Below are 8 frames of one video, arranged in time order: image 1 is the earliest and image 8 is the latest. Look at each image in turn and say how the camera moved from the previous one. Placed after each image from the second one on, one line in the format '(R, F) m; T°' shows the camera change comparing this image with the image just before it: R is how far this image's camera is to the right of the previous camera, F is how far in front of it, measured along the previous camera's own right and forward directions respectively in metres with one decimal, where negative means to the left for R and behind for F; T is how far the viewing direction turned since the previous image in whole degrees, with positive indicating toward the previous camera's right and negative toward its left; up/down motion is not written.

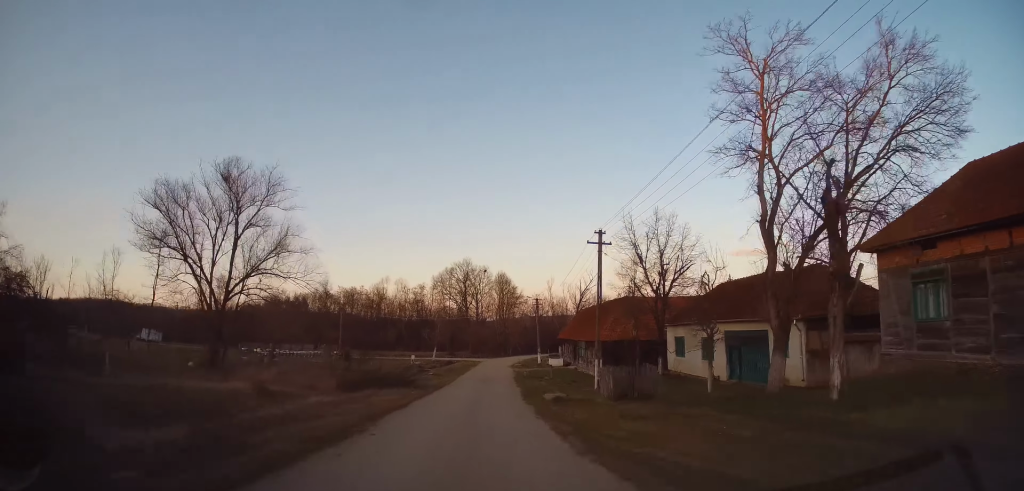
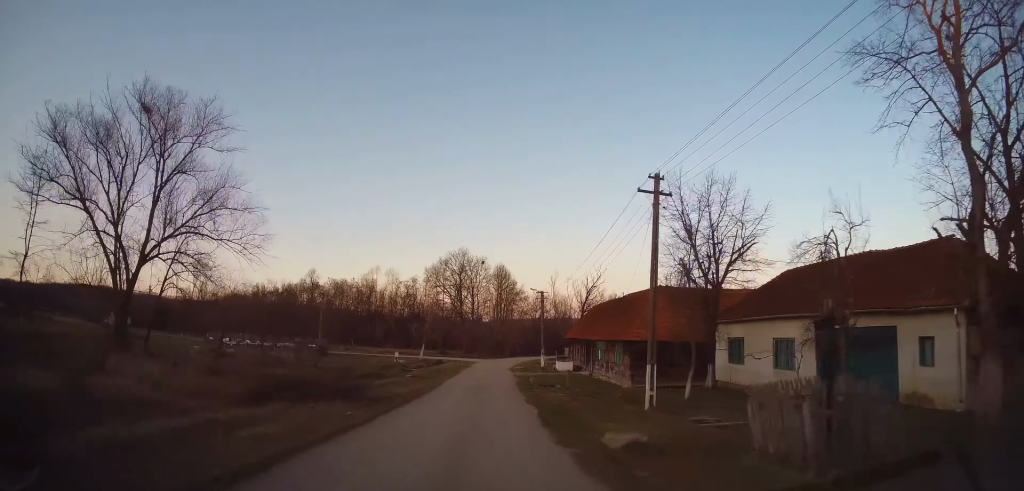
(+0.1, +9.3) m; 0°
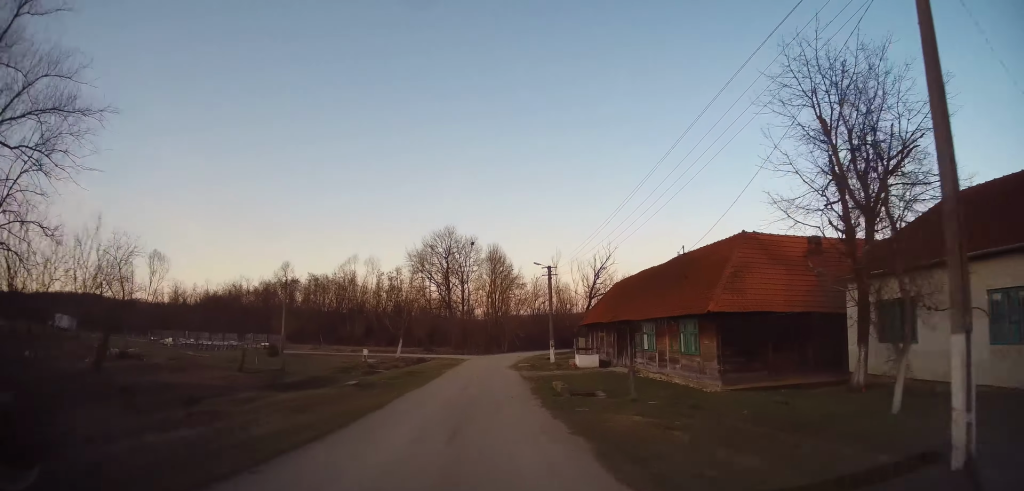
(-0.1, +12.8) m; +1°
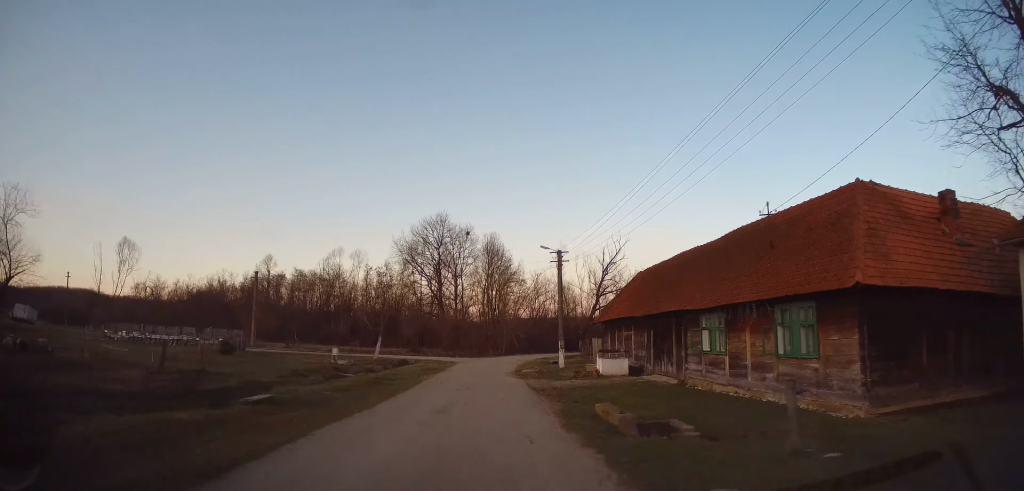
(+0.2, +7.9) m; +1°
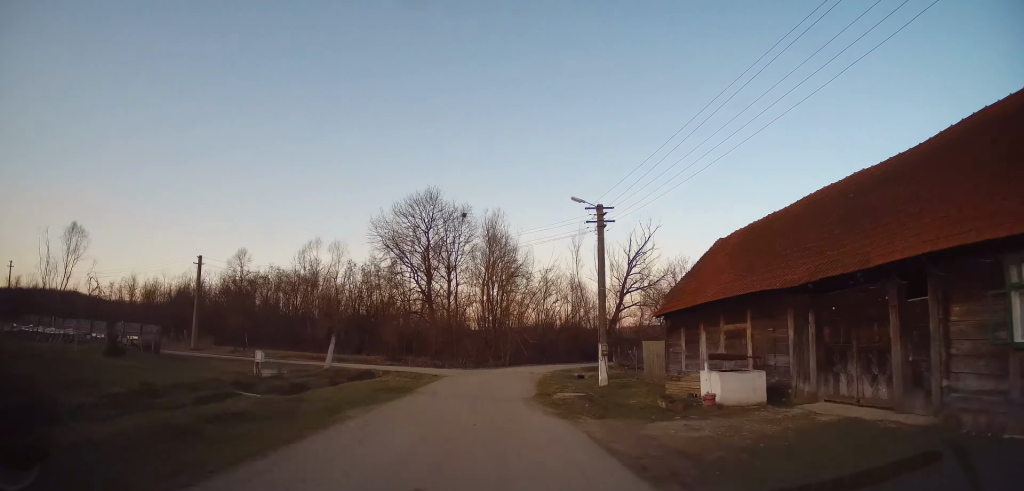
(0.0, +12.9) m; 0°
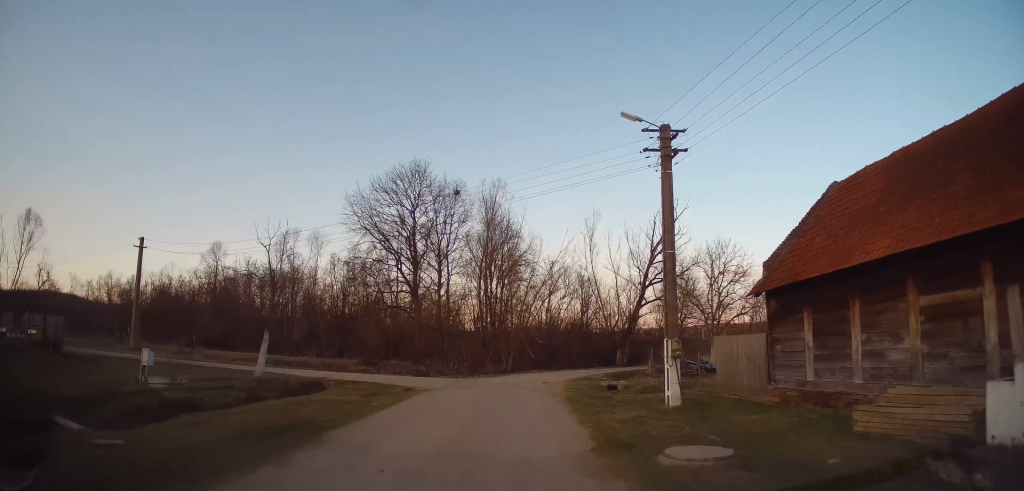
(+0.1, +9.0) m; +2°
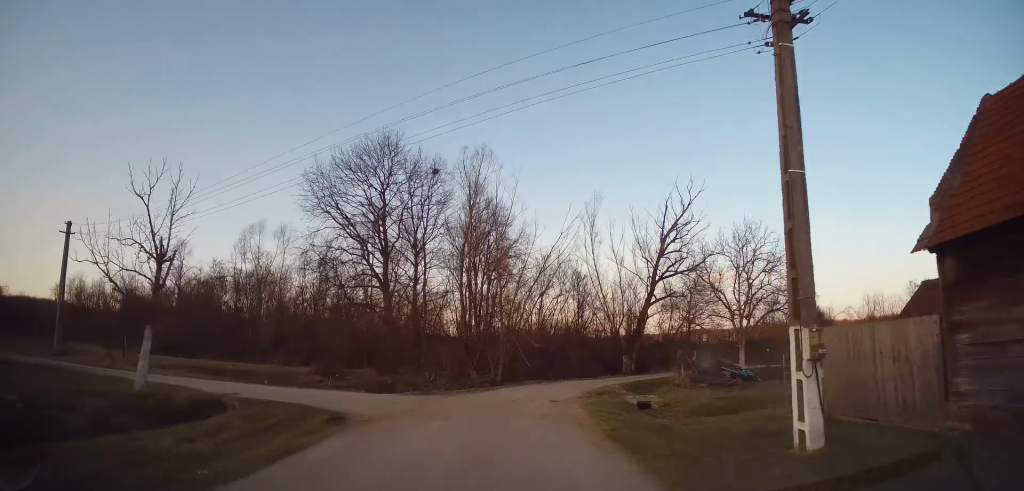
(+0.1, +7.1) m; -1°
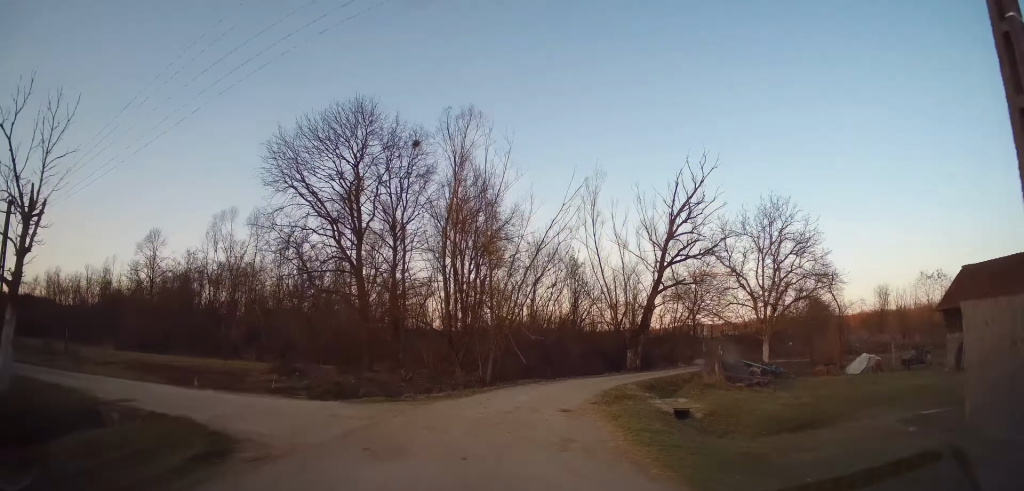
(0.0, +4.7) m; -3°
